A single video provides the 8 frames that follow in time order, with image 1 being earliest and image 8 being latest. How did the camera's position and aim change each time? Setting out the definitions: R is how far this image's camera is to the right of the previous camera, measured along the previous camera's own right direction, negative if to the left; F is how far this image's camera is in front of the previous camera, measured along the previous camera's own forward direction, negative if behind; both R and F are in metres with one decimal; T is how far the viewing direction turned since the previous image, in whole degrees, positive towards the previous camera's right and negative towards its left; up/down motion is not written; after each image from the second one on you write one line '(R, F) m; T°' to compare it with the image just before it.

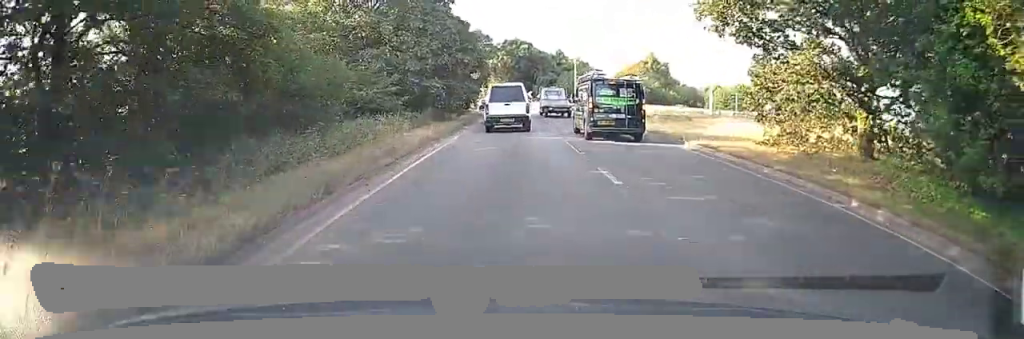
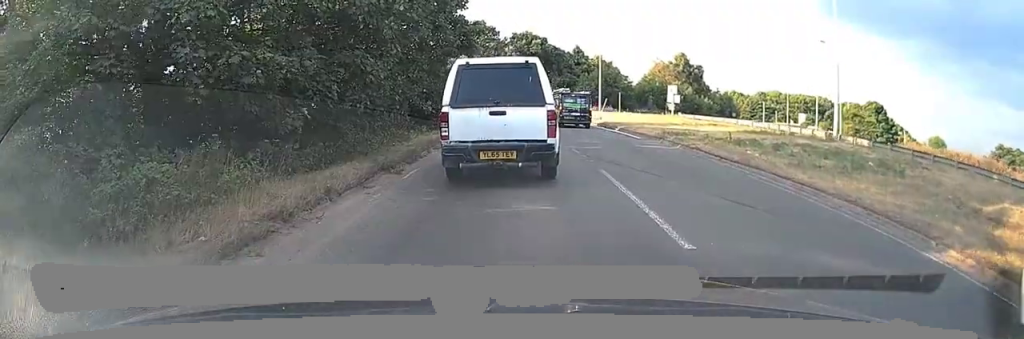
(-0.2, +19.6) m; +1°
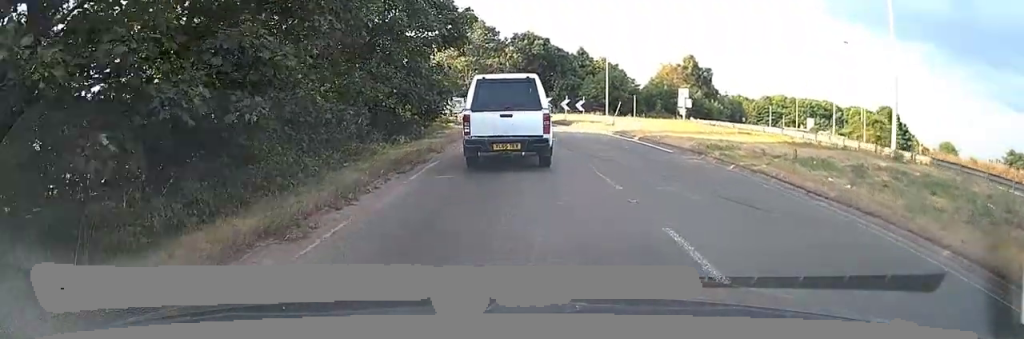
(+0.1, +4.8) m; -1°
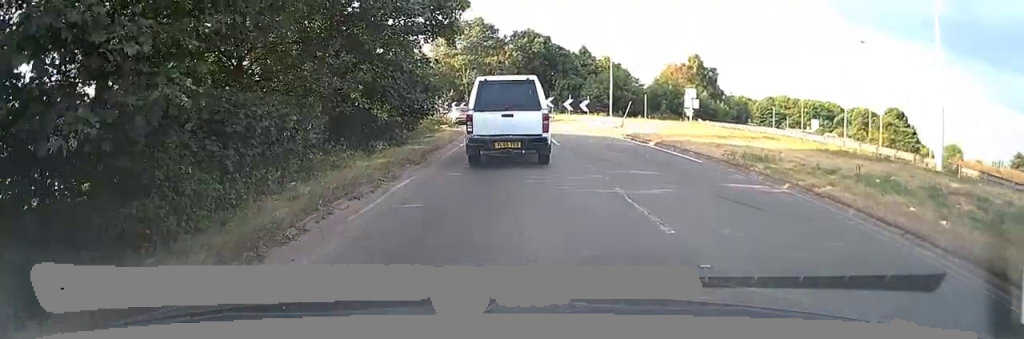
(0.0, +2.9) m; -1°
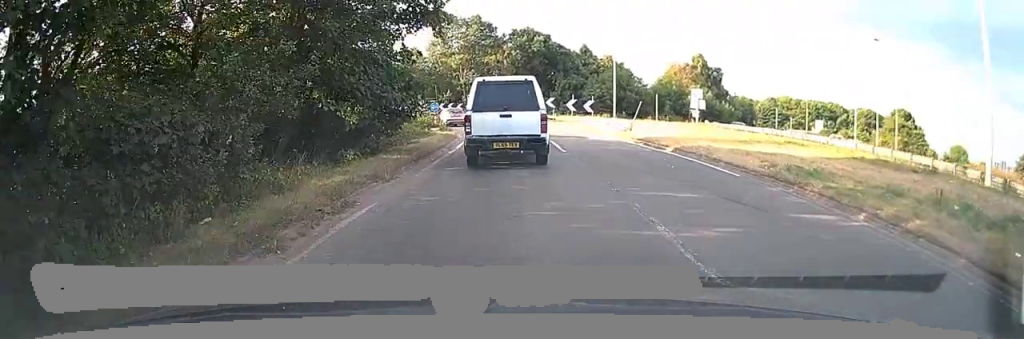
(0.0, +2.9) m; 0°
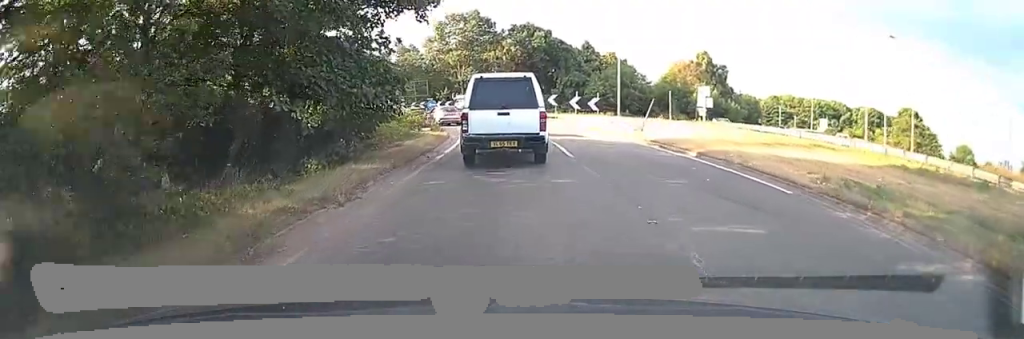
(0.0, +2.4) m; 0°
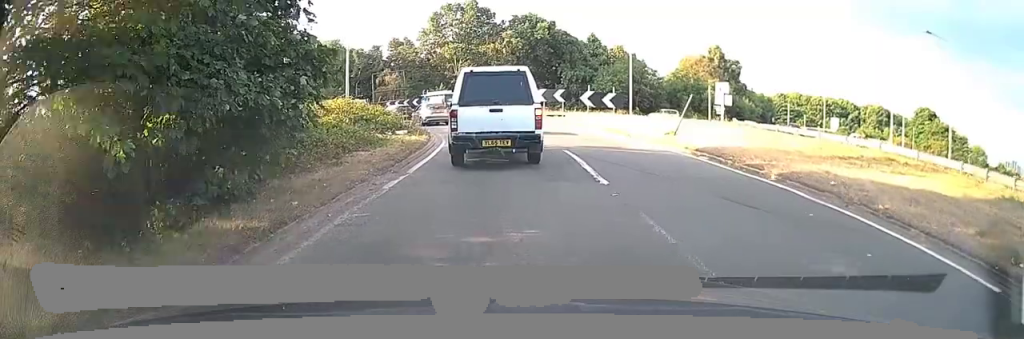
(0.0, +5.2) m; -1°
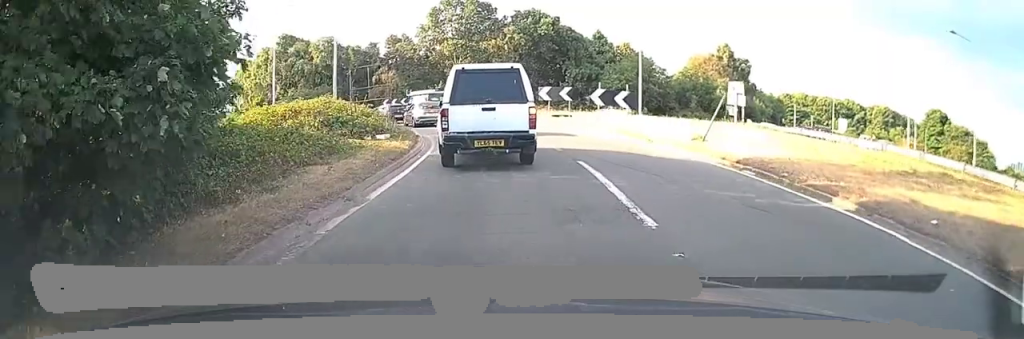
(0.0, +2.9) m; -1°
